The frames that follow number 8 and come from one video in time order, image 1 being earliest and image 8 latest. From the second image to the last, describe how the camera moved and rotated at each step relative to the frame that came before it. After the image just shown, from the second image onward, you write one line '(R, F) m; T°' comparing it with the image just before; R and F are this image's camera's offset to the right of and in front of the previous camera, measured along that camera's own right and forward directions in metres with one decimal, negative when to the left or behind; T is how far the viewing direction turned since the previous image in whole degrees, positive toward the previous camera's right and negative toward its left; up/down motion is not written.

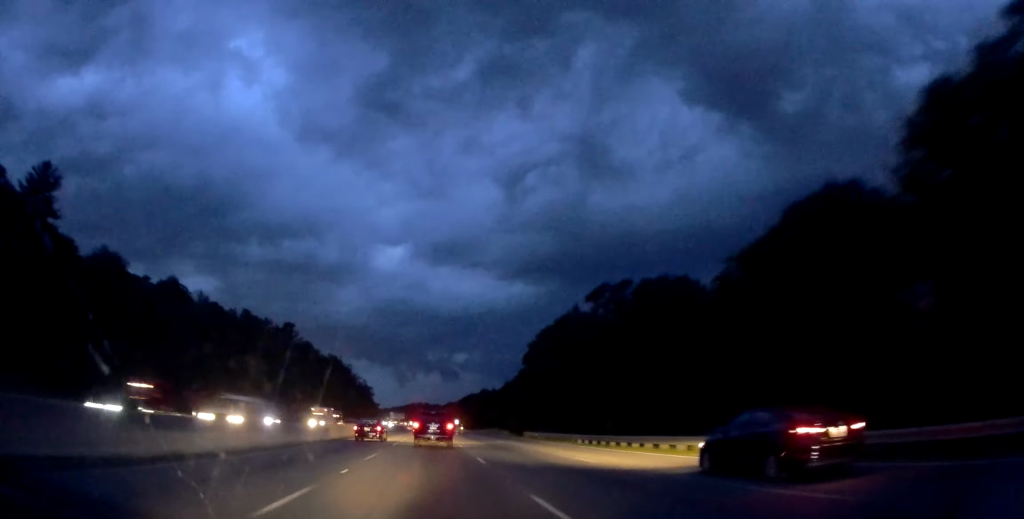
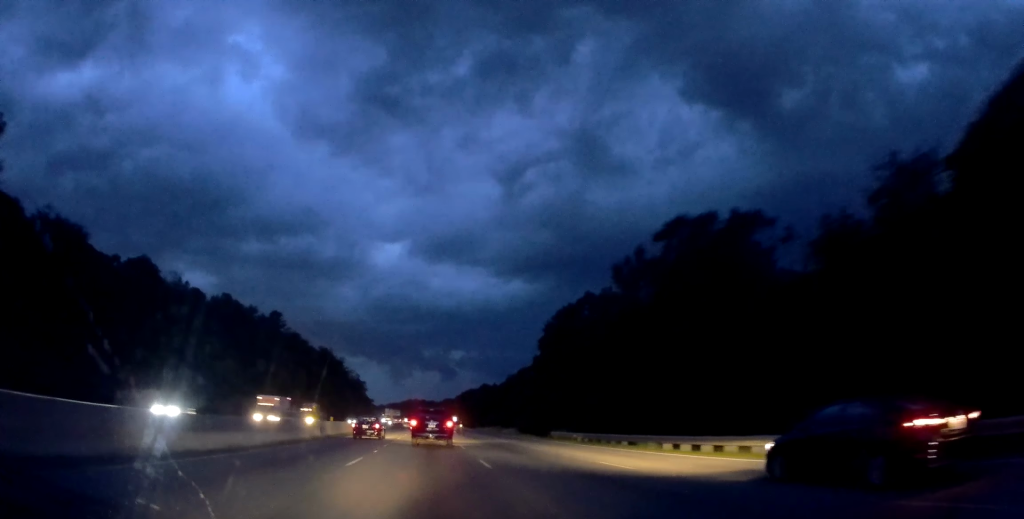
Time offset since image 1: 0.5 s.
(+0.1, +16.3) m; 0°
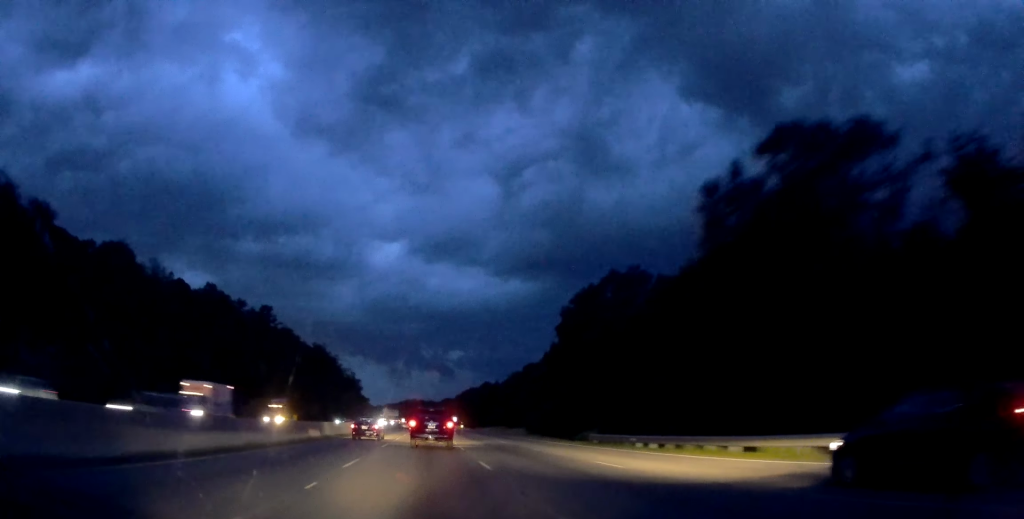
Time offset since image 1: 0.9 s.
(-0.2, +12.1) m; 0°
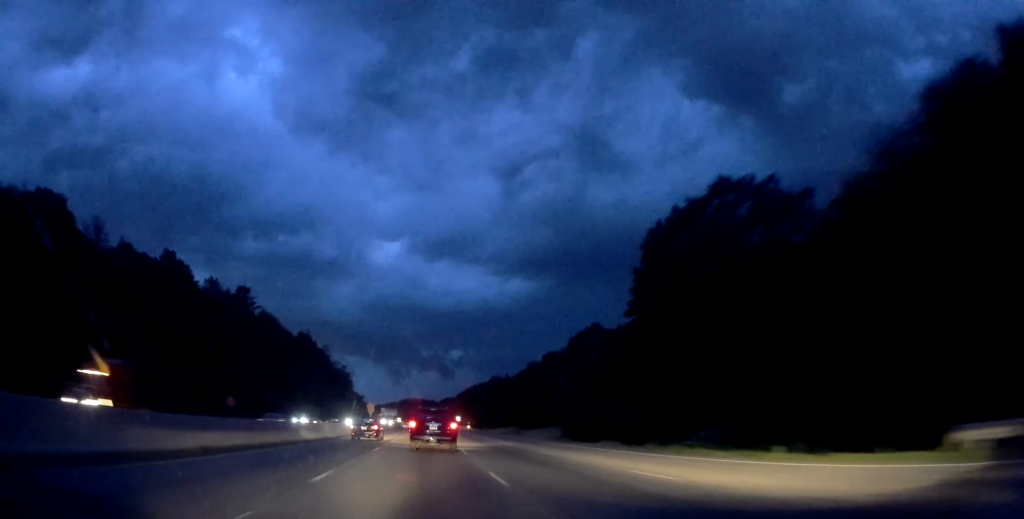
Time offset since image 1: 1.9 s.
(-0.3, +28.0) m; -1°
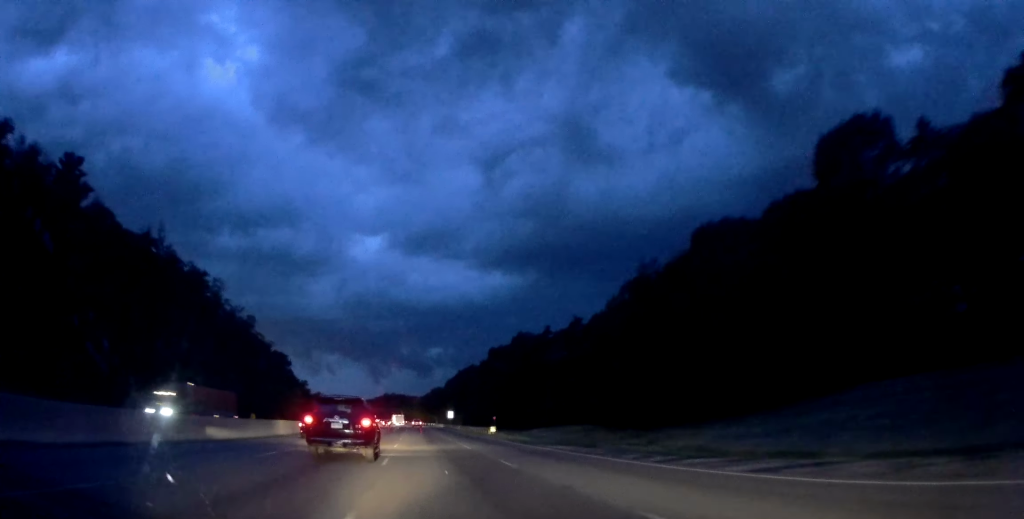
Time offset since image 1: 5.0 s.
(+2.0, +90.7) m; +2°
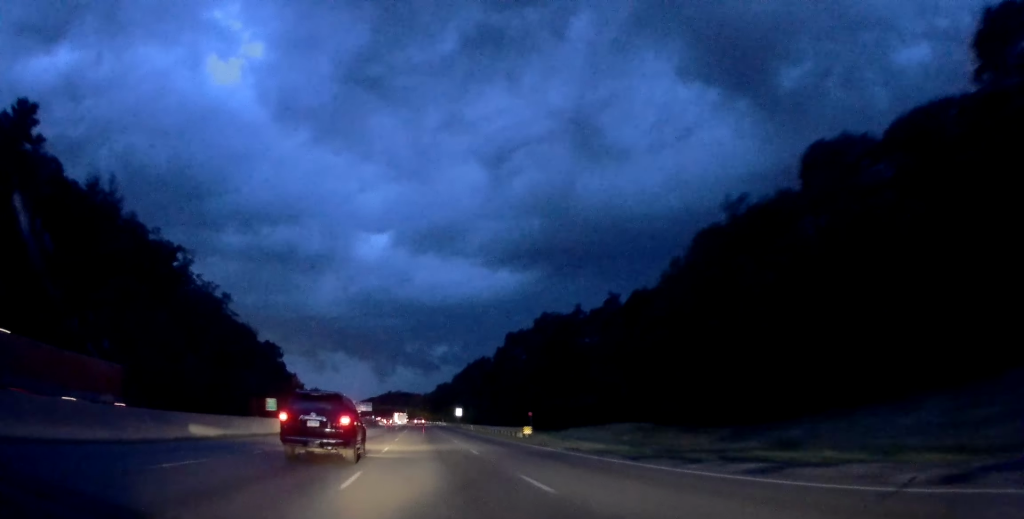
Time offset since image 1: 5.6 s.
(-0.2, +17.6) m; 0°
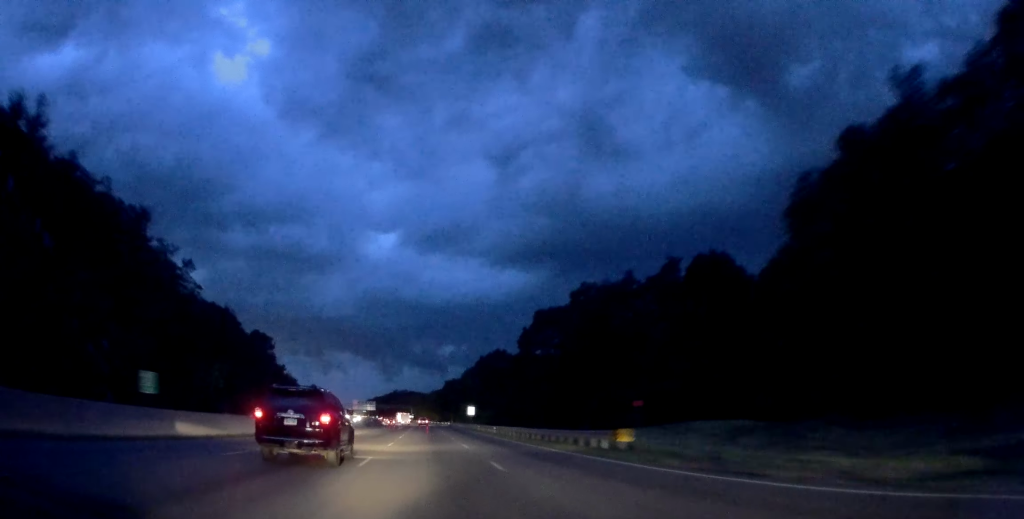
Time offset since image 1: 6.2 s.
(+0.7, +19.6) m; +1°
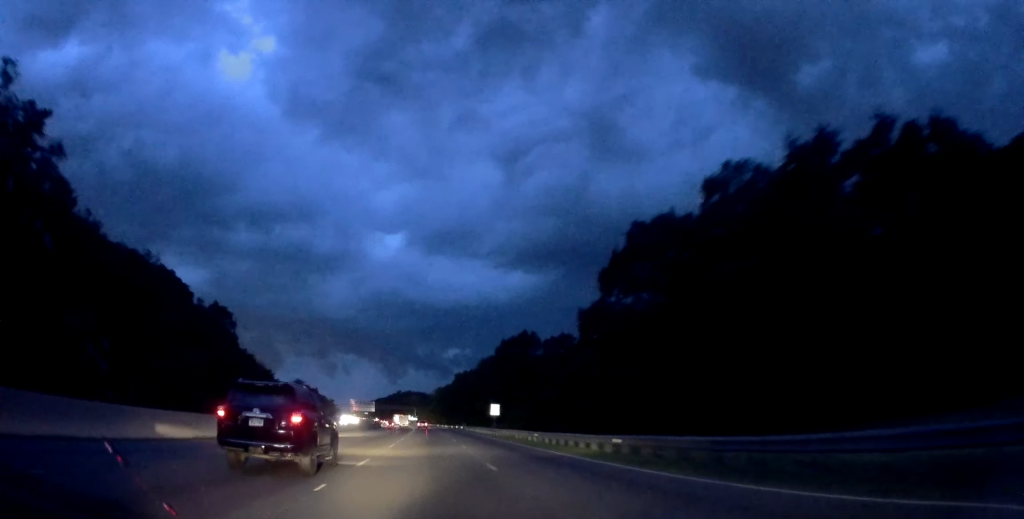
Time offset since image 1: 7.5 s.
(-0.6, +36.0) m; -2°
